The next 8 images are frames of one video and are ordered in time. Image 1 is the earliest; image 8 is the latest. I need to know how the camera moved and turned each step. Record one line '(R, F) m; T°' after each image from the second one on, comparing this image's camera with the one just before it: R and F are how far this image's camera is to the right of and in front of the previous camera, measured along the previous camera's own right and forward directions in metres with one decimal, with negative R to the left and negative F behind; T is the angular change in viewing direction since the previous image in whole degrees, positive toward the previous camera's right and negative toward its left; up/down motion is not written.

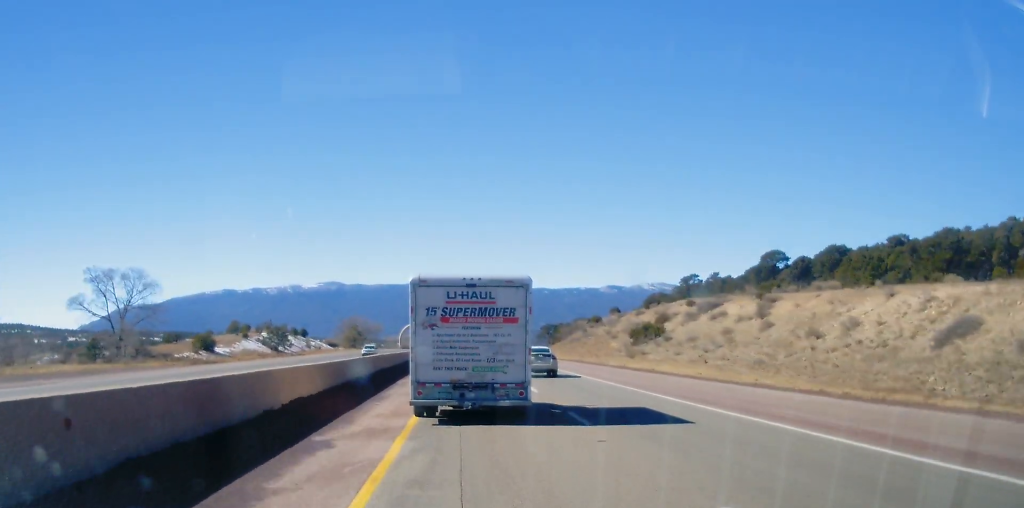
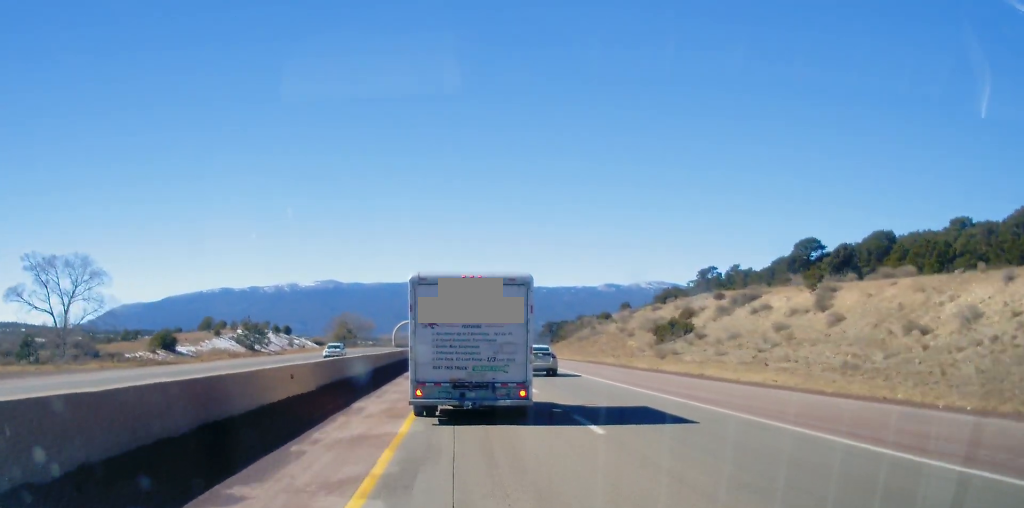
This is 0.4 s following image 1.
(0.0, +13.1) m; 0°
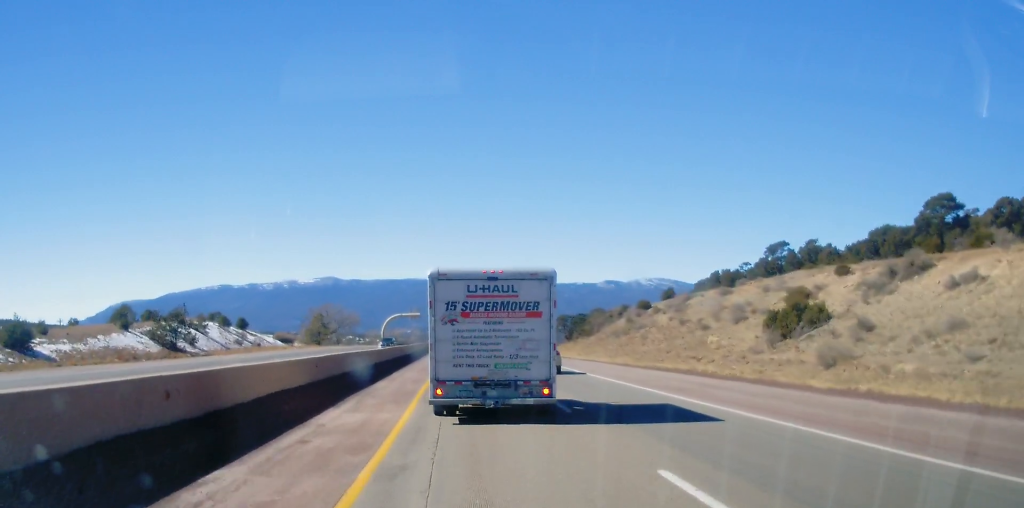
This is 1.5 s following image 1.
(+0.1, +31.6) m; +1°
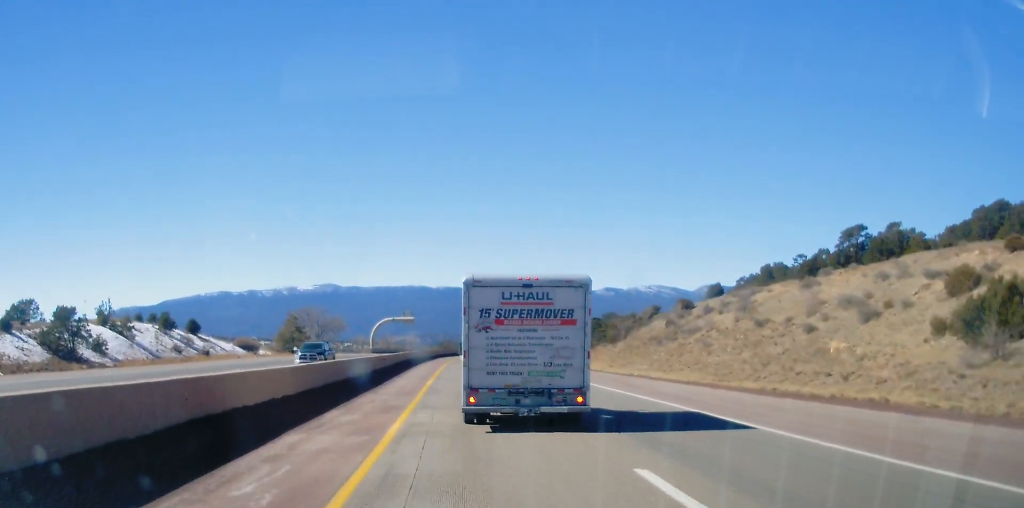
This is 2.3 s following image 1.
(+0.1, +23.0) m; +1°
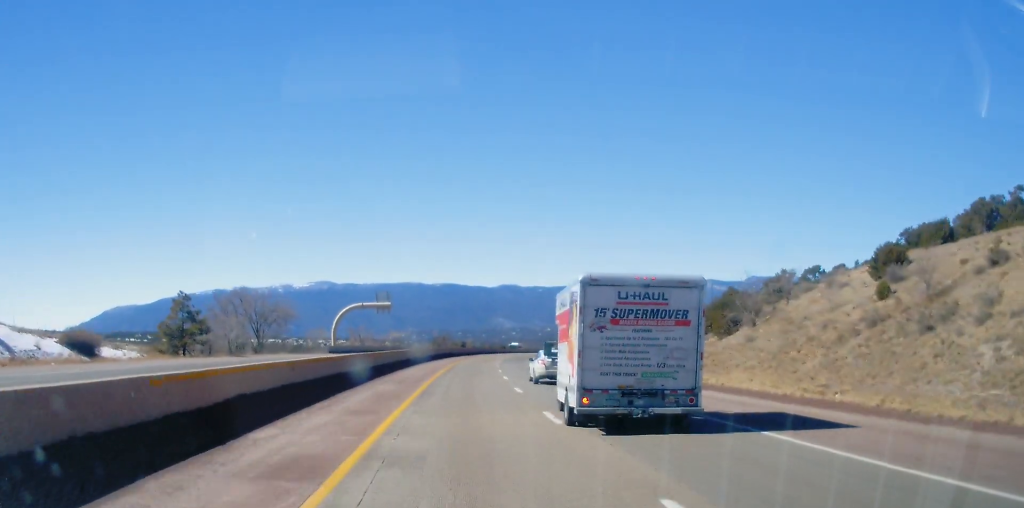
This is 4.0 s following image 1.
(+0.4, +50.3) m; 0°
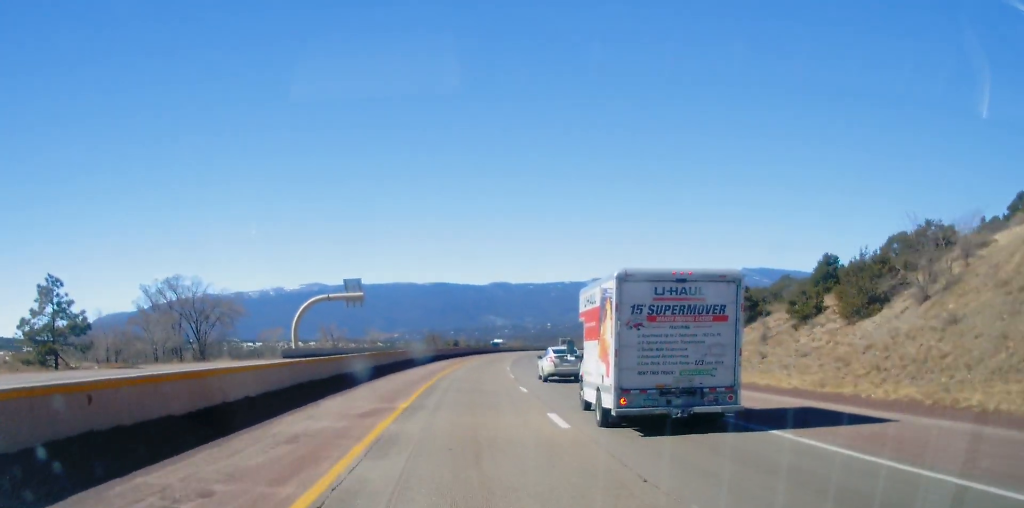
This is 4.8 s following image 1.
(-0.1, +25.3) m; 0°
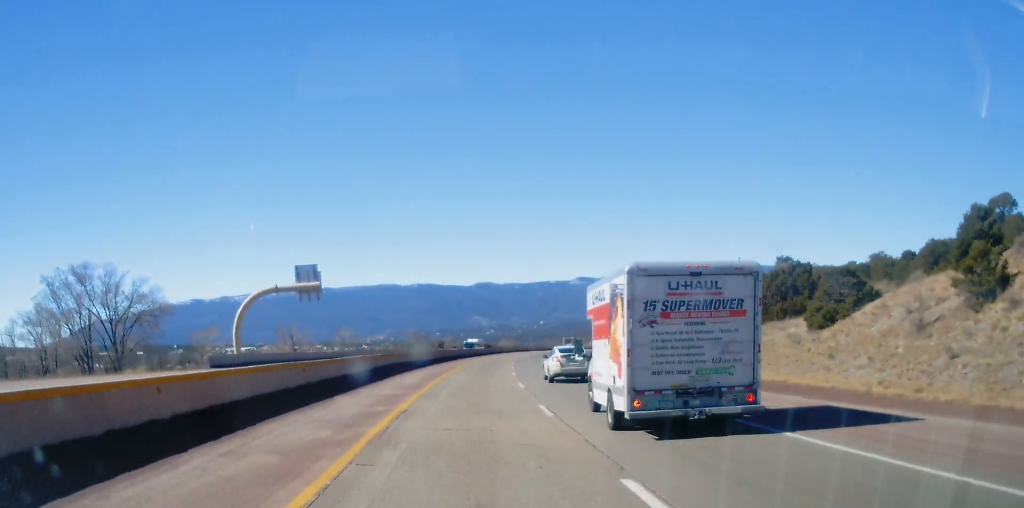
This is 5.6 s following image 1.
(0.0, +21.6) m; +1°
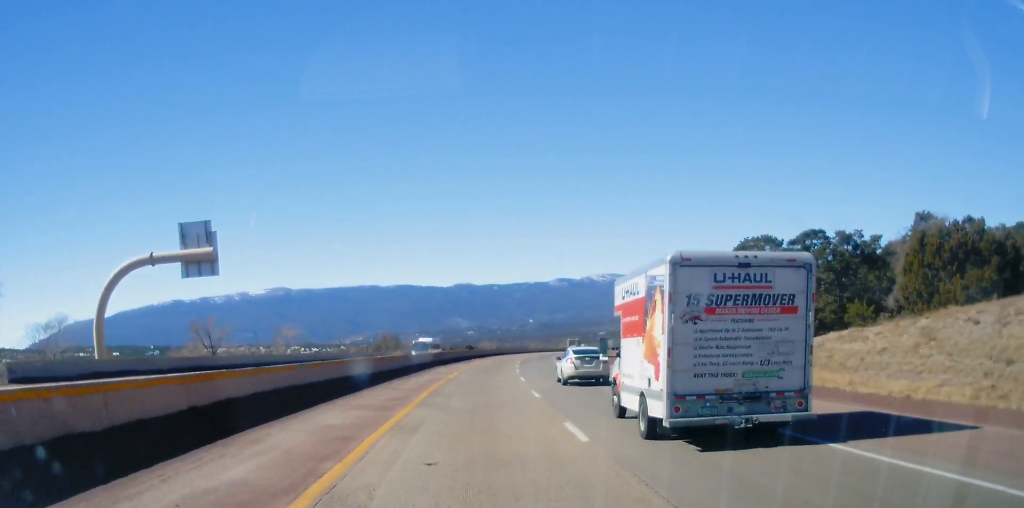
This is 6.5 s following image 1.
(+0.7, +29.7) m; +2°
